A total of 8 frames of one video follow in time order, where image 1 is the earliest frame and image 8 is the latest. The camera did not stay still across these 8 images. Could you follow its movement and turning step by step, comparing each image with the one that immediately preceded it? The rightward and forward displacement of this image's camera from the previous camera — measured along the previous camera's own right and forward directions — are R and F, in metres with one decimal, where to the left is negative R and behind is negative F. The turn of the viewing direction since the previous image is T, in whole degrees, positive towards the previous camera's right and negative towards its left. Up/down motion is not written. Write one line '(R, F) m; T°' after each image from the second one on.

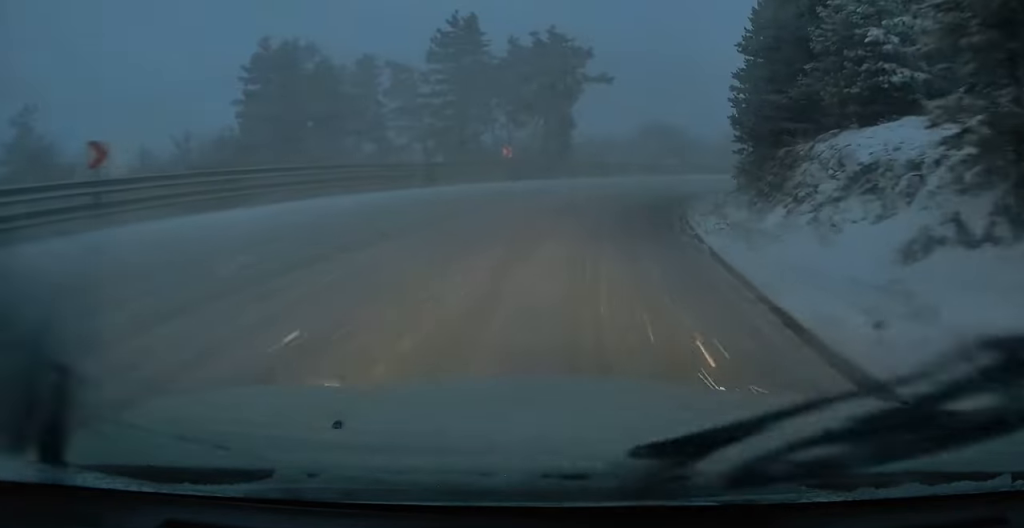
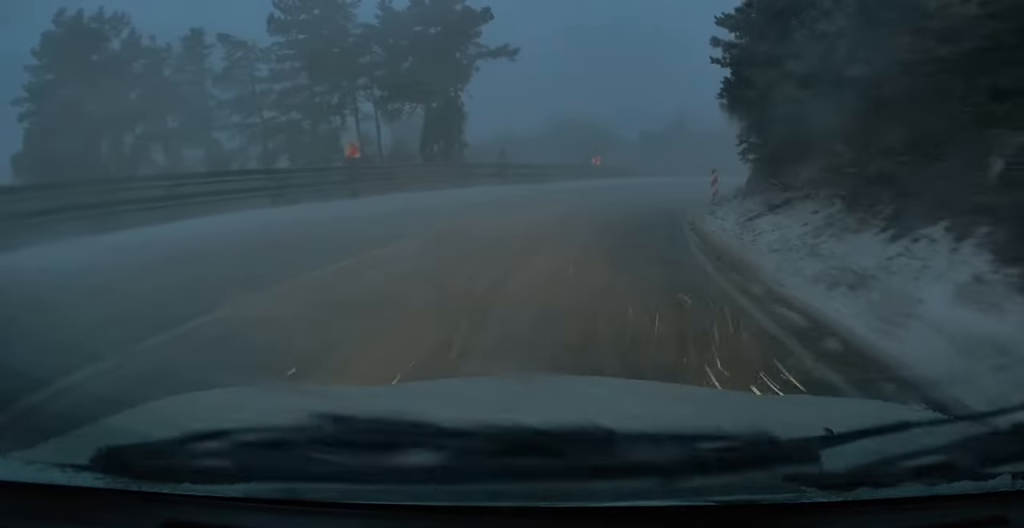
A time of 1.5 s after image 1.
(+2.2, +13.2) m; +11°
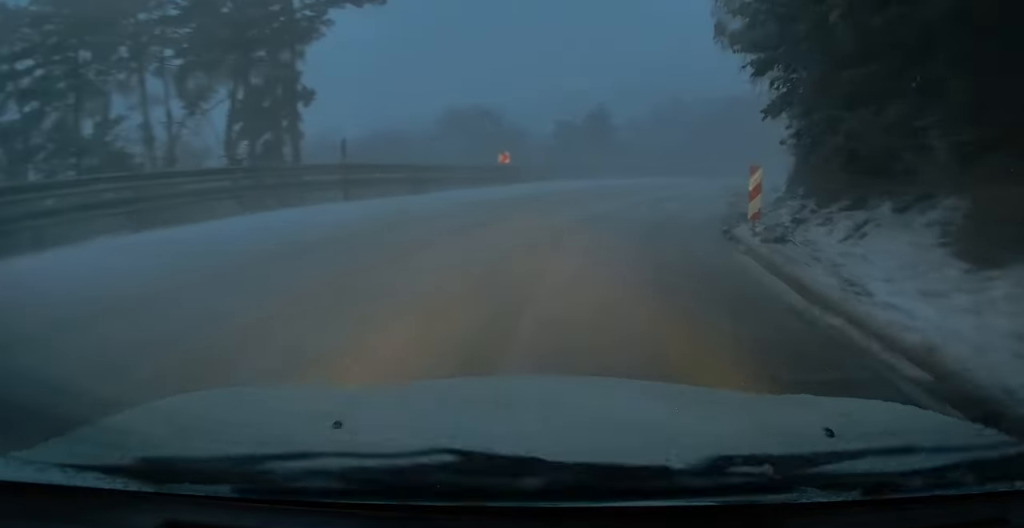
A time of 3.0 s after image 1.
(+0.5, +13.4) m; +4°
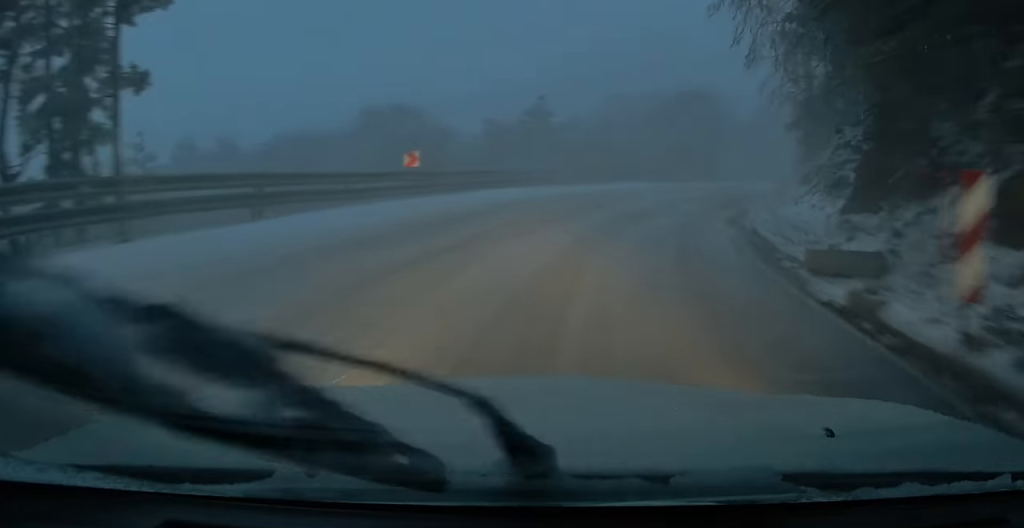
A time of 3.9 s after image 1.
(+0.1, +8.1) m; +2°
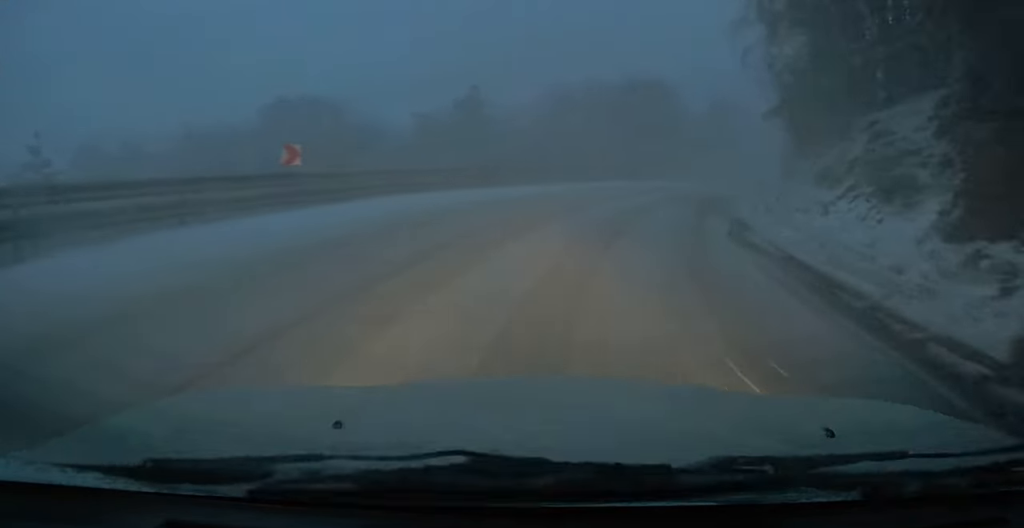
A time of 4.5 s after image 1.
(+0.1, +5.5) m; +1°
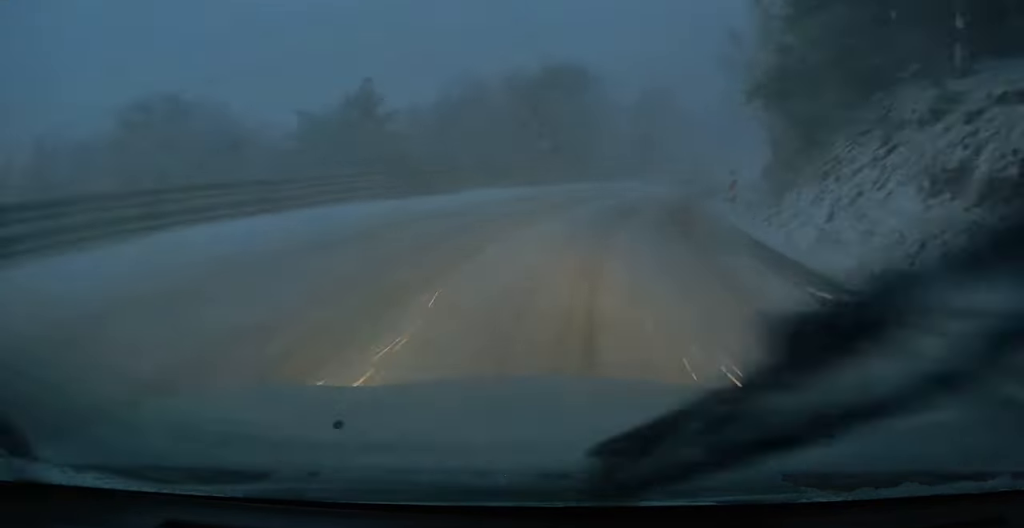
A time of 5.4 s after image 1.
(+0.1, +7.6) m; +3°
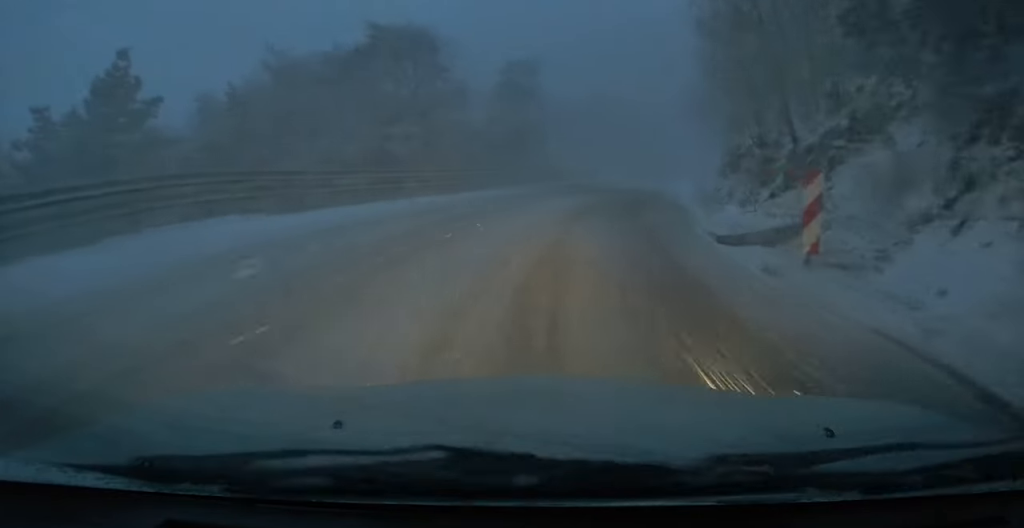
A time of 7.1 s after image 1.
(+1.5, +13.7) m; +15°
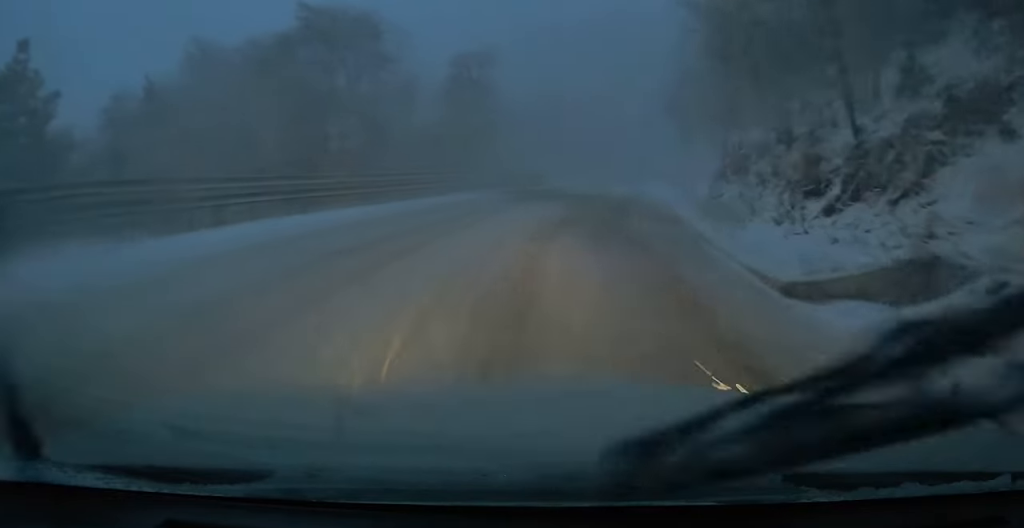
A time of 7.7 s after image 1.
(+0.3, +4.5) m; +4°
